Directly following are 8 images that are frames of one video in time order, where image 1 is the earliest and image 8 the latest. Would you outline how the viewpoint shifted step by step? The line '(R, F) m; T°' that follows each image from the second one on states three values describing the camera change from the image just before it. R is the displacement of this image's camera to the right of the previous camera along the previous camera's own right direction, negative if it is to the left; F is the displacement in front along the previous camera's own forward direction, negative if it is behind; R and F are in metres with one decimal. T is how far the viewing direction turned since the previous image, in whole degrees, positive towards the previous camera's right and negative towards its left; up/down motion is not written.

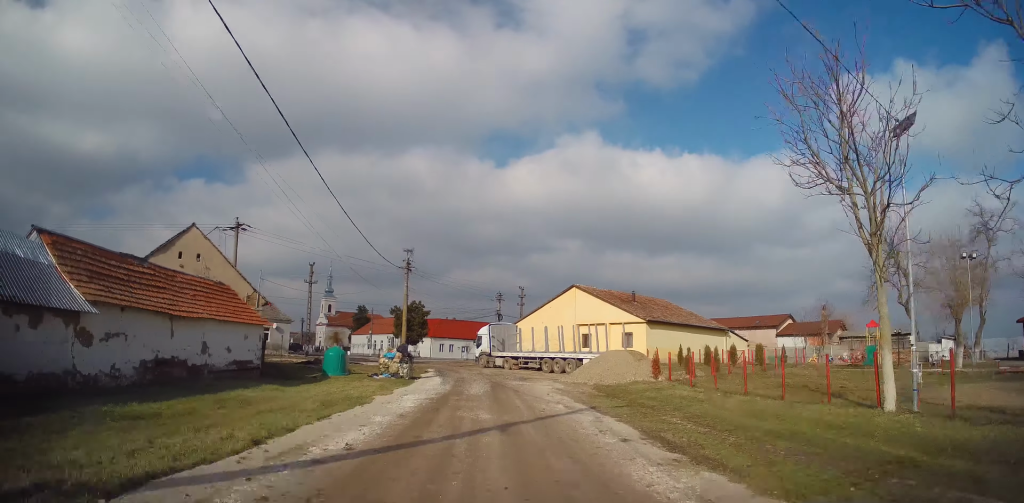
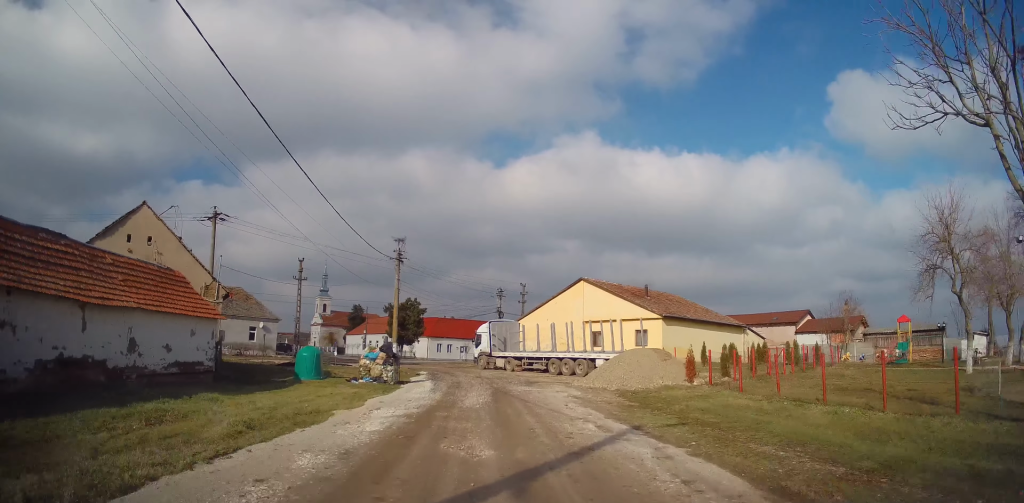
(0.0, +4.1) m; -1°
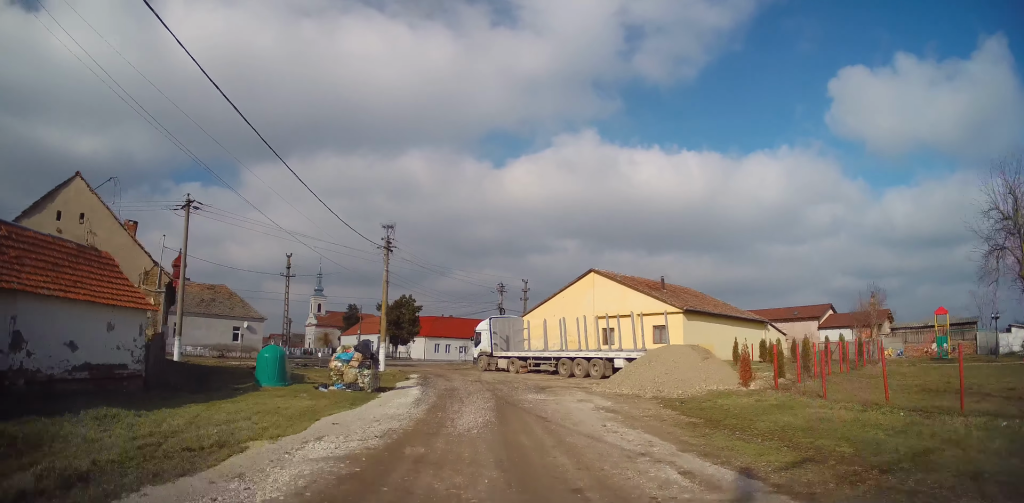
(-0.2, +4.2) m; 0°
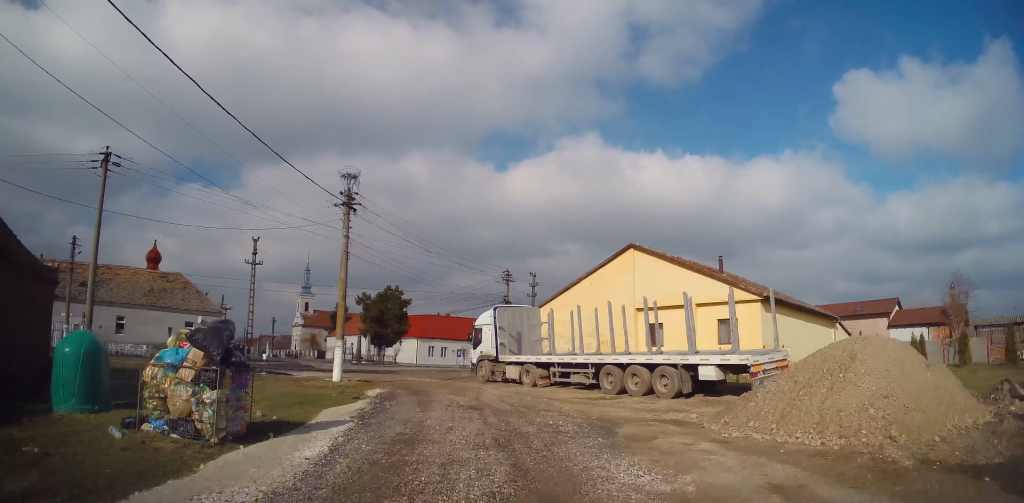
(+0.2, +10.5) m; 0°
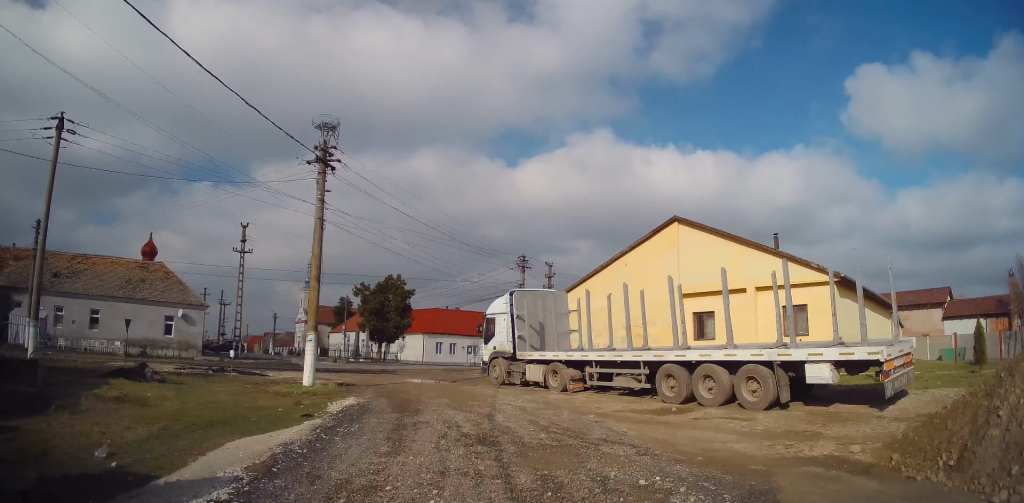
(-0.2, +5.3) m; -4°
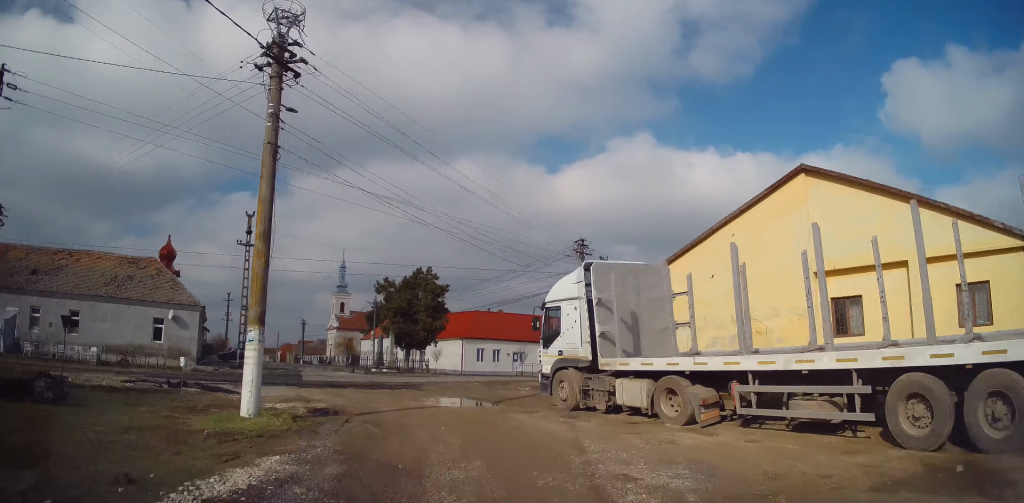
(-0.5, +7.5) m; -6°
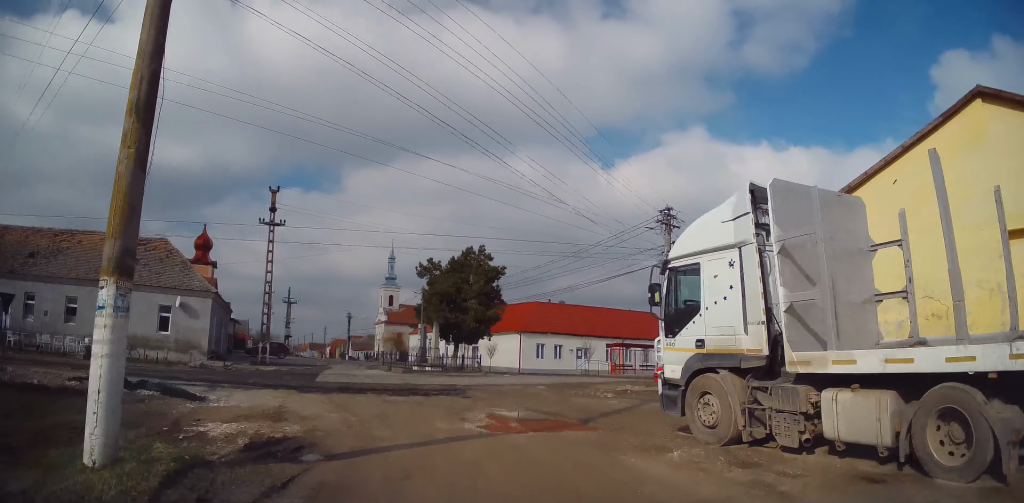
(-0.1, +5.6) m; -4°
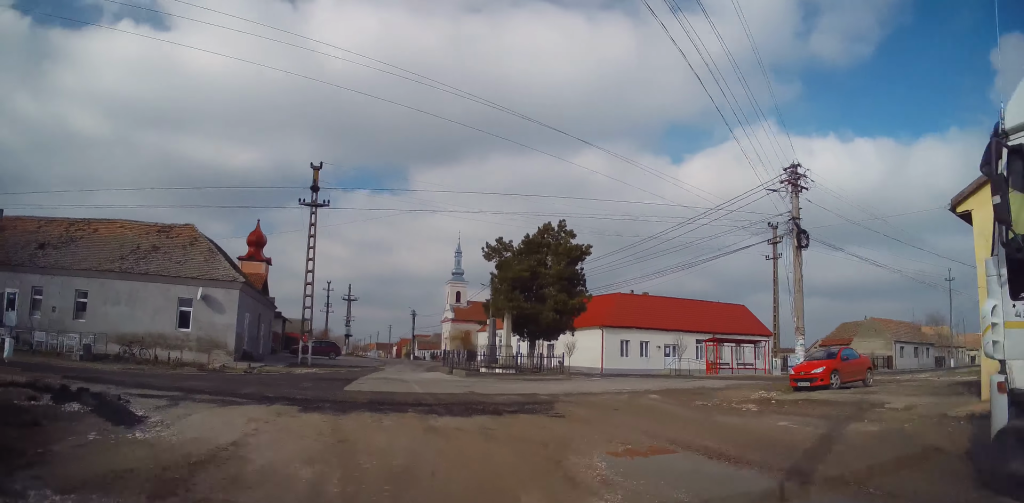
(-0.3, +4.7) m; -6°
